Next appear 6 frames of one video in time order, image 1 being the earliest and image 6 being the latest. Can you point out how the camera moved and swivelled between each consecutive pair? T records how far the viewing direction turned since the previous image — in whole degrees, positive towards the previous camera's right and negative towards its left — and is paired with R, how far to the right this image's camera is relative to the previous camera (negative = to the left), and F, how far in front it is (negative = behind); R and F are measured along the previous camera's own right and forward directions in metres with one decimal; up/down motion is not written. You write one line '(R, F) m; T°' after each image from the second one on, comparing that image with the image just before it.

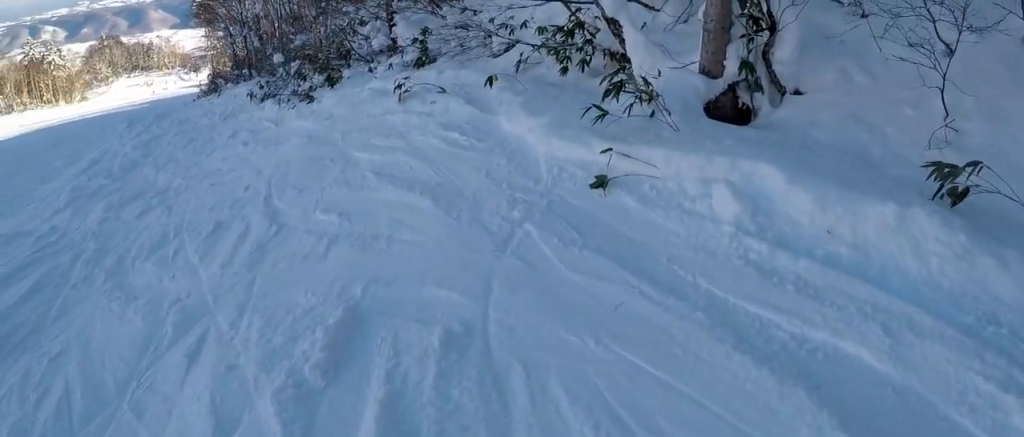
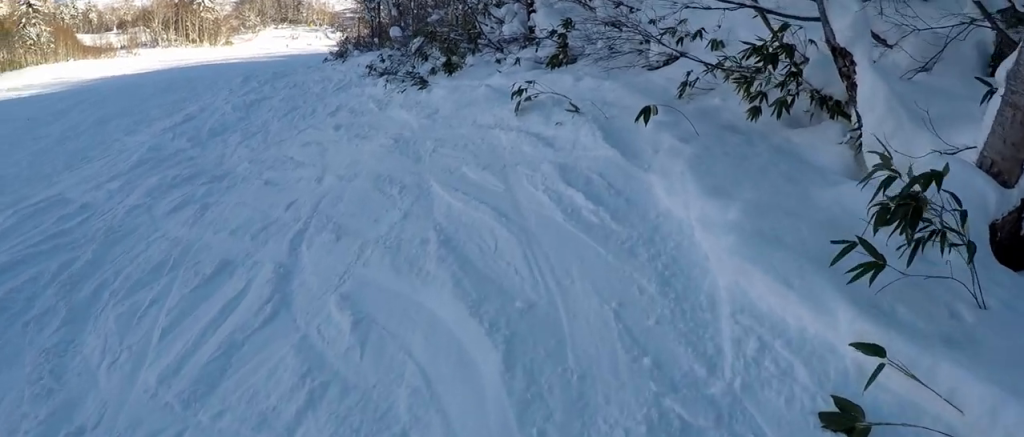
(-0.6, +2.8) m; -9°
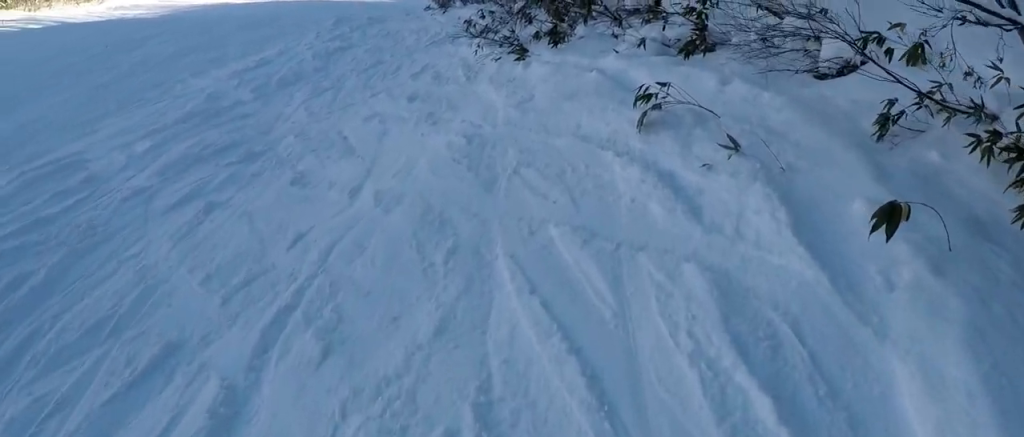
(-0.5, +2.6) m; -6°
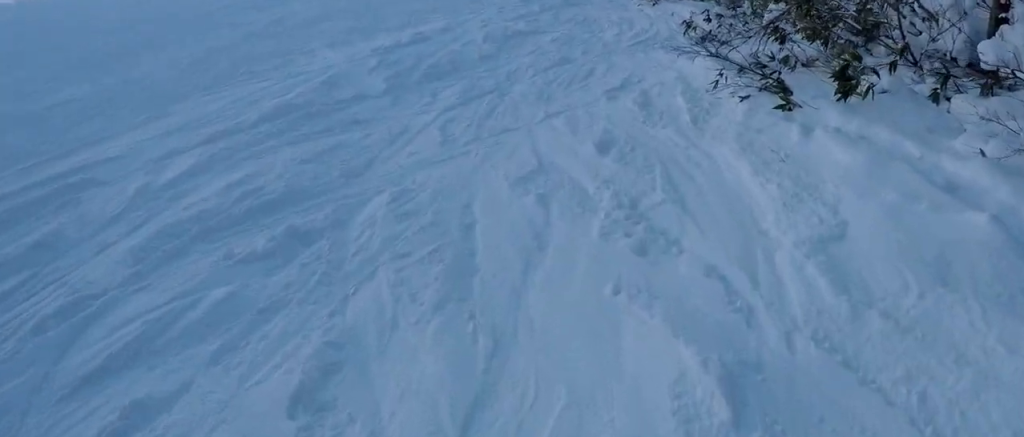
(+0.5, +3.5) m; -19°
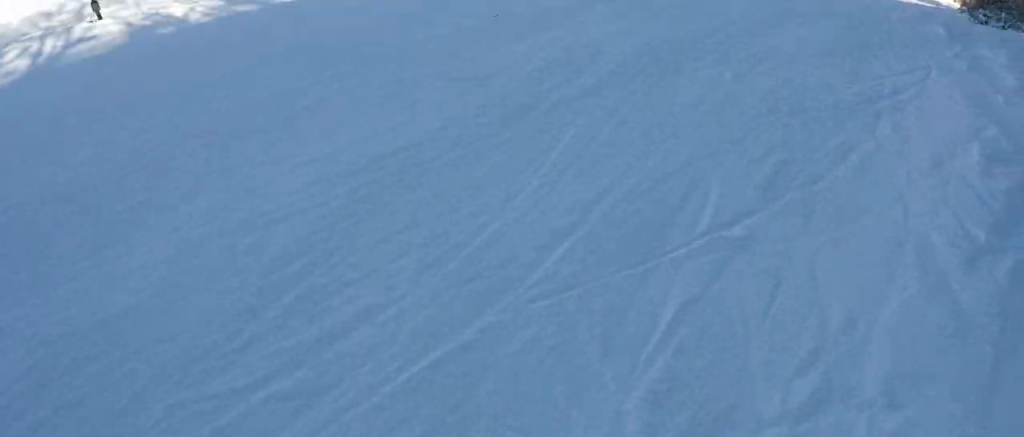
(-3.7, +8.6) m; -16°
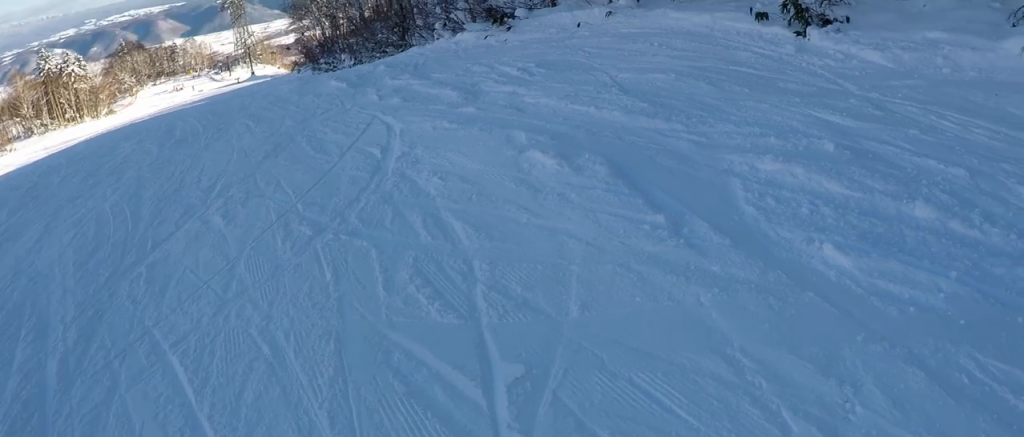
(-0.5, +1.7) m; +21°
